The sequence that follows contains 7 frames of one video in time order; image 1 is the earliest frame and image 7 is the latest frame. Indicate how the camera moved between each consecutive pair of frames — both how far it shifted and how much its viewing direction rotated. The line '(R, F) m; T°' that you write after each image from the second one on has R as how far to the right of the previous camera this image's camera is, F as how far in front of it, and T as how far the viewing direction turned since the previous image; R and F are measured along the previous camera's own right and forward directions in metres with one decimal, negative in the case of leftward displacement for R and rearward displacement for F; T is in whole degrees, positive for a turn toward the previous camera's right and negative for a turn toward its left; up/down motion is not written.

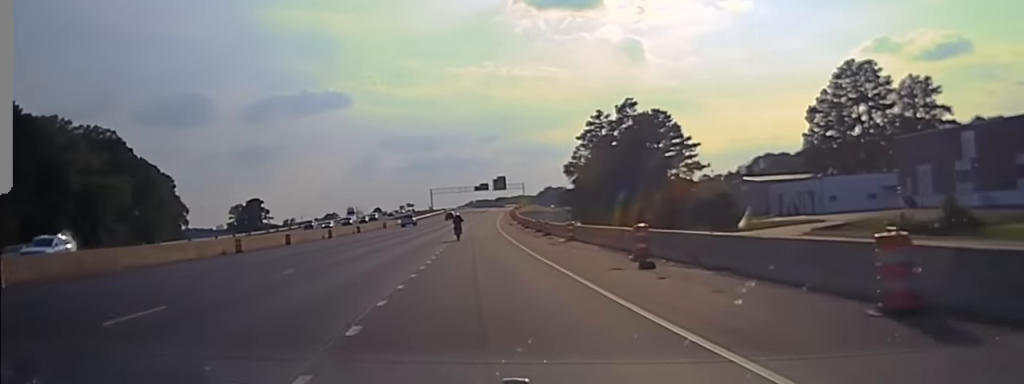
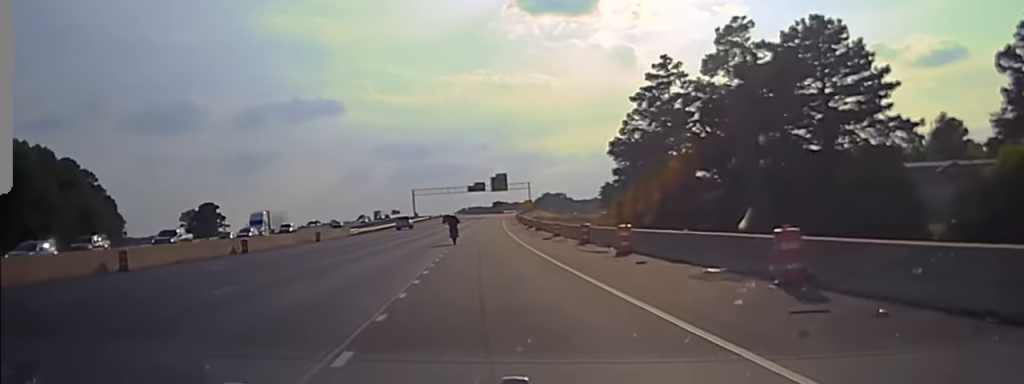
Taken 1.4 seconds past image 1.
(0.0, +53.7) m; 0°
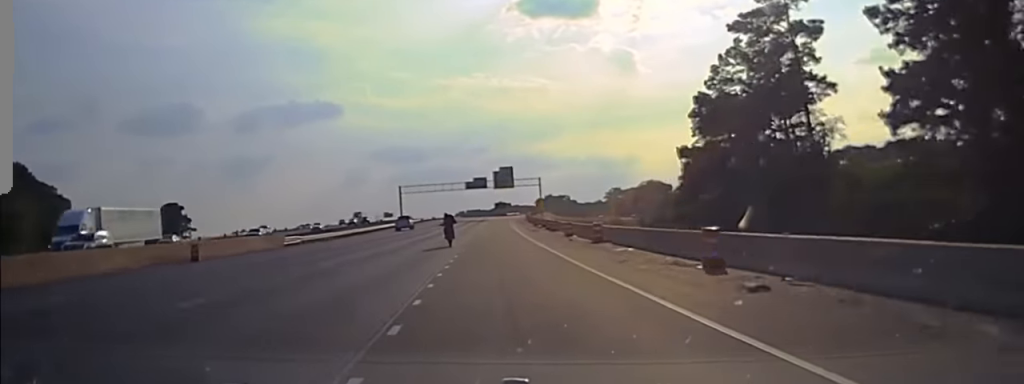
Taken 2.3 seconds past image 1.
(0.0, +35.6) m; 0°
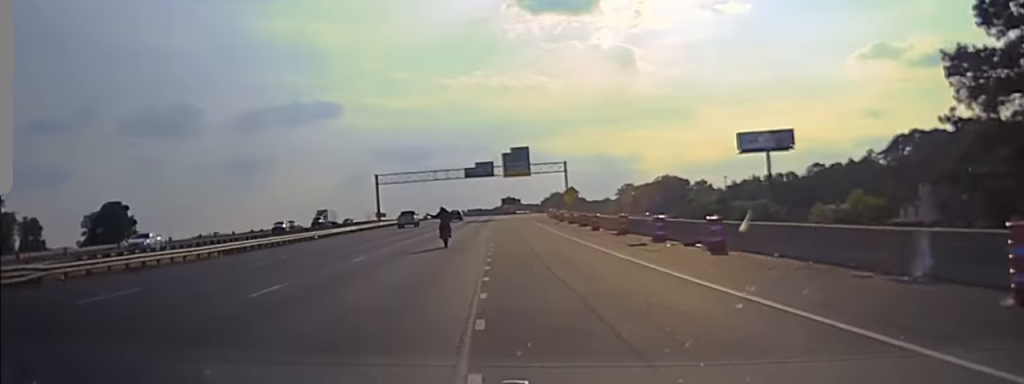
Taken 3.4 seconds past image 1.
(0.0, +44.5) m; 0°
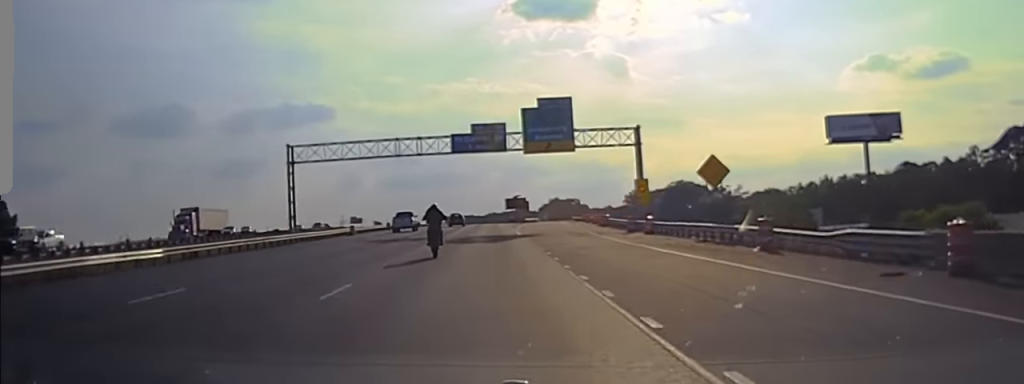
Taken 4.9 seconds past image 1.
(+0.2, +63.8) m; +1°
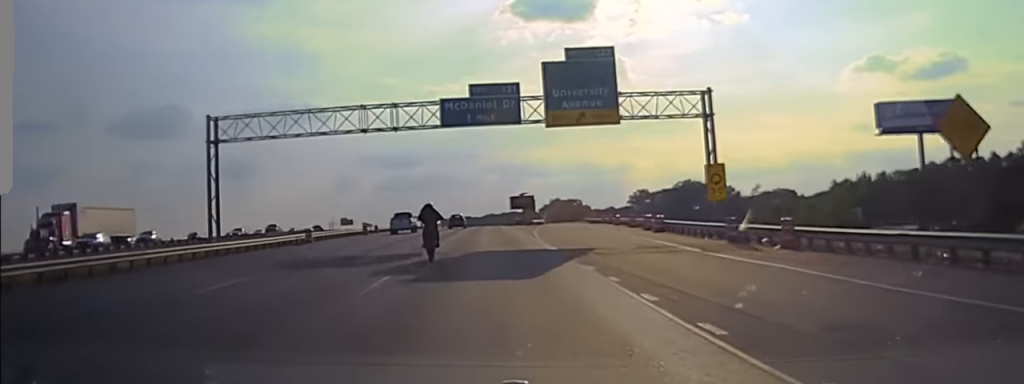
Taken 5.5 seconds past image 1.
(0.0, +25.2) m; +1°
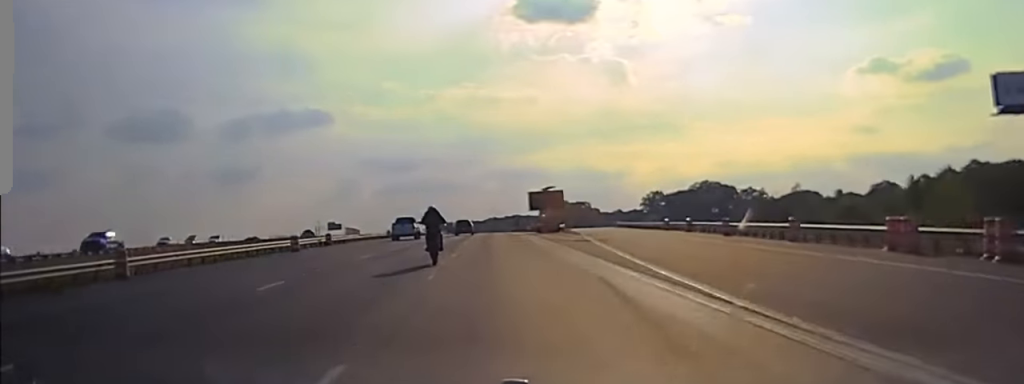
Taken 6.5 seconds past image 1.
(+0.5, +40.7) m; +1°
